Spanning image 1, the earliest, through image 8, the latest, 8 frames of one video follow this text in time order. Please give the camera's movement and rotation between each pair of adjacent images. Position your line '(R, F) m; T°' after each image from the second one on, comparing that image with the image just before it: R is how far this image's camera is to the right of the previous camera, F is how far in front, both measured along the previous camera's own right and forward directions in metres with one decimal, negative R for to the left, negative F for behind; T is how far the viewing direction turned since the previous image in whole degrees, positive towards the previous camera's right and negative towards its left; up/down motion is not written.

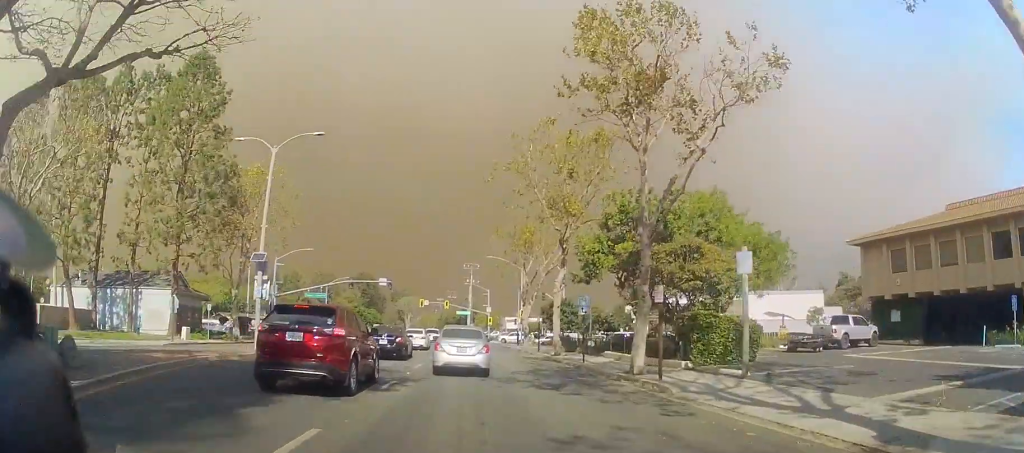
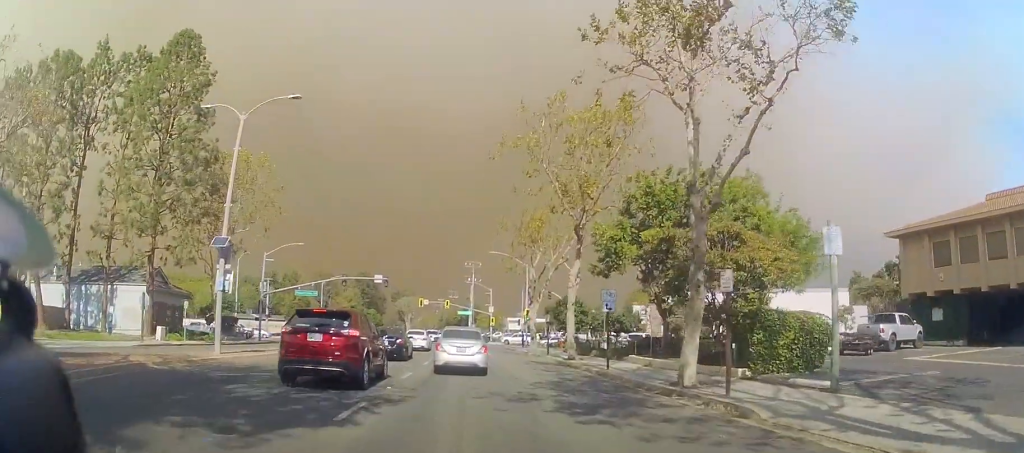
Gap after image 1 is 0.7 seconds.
(+0.1, +5.1) m; +1°
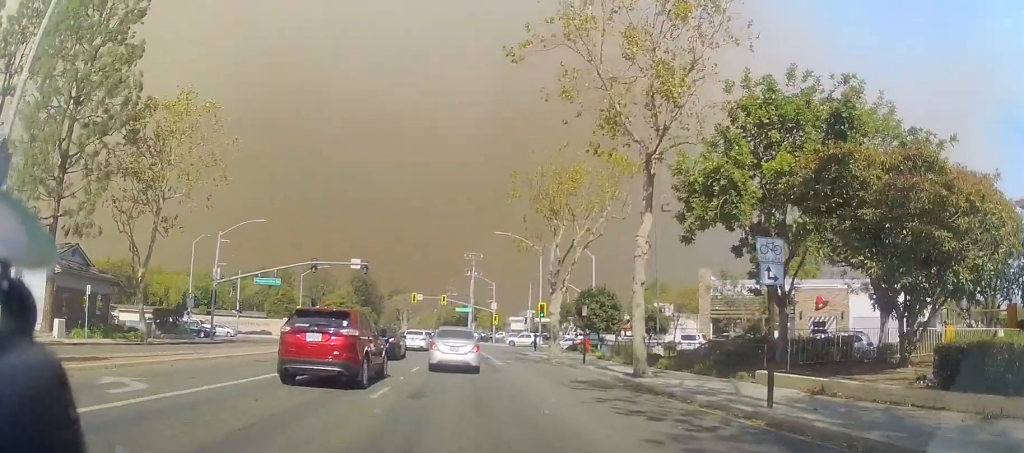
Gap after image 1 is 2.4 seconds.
(+0.4, +13.2) m; +2°
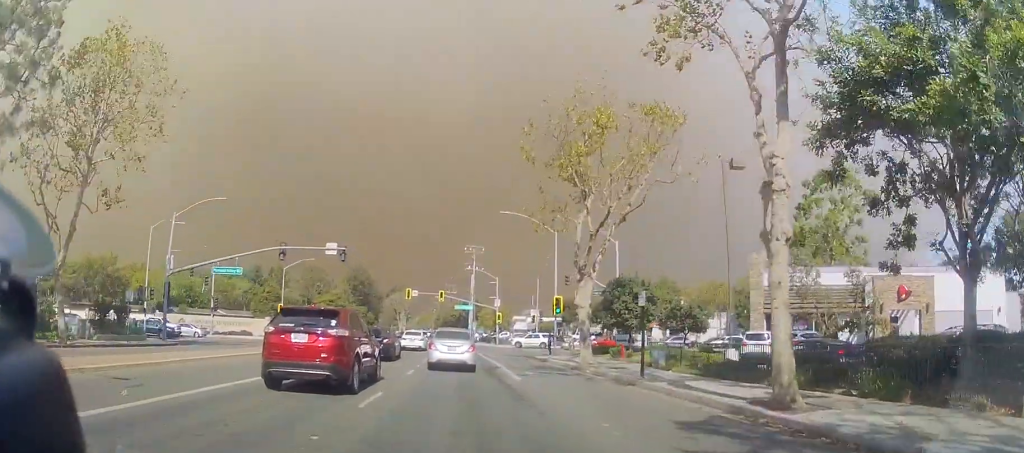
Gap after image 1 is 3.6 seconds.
(0.0, +9.1) m; 0°
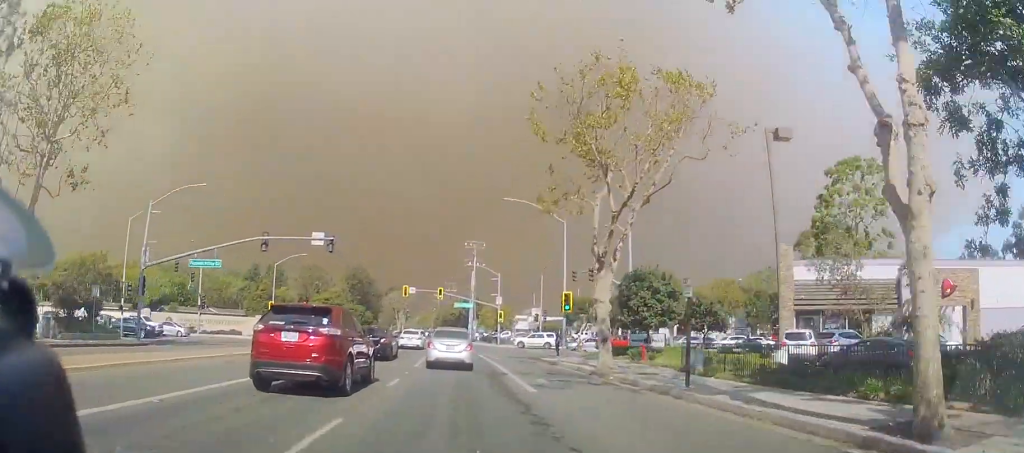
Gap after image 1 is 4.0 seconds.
(0.0, +3.9) m; 0°
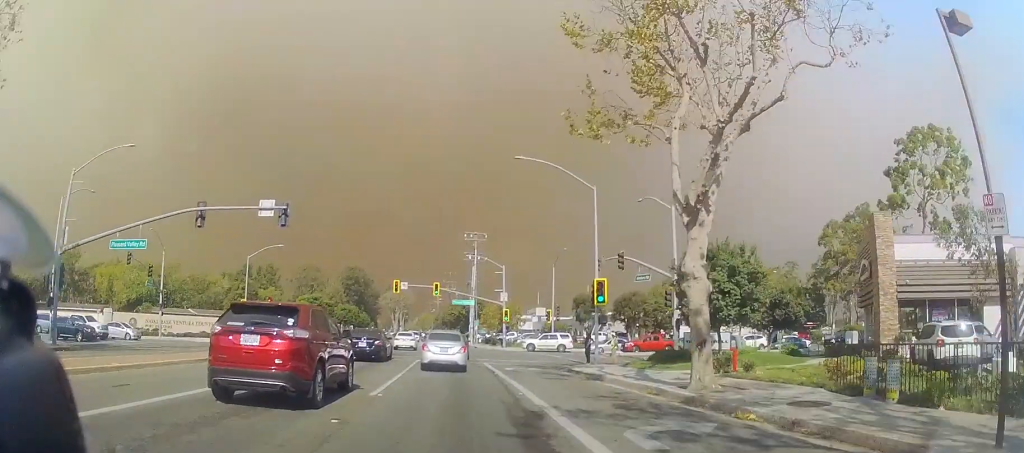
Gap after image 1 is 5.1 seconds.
(-0.1, +9.8) m; +2°
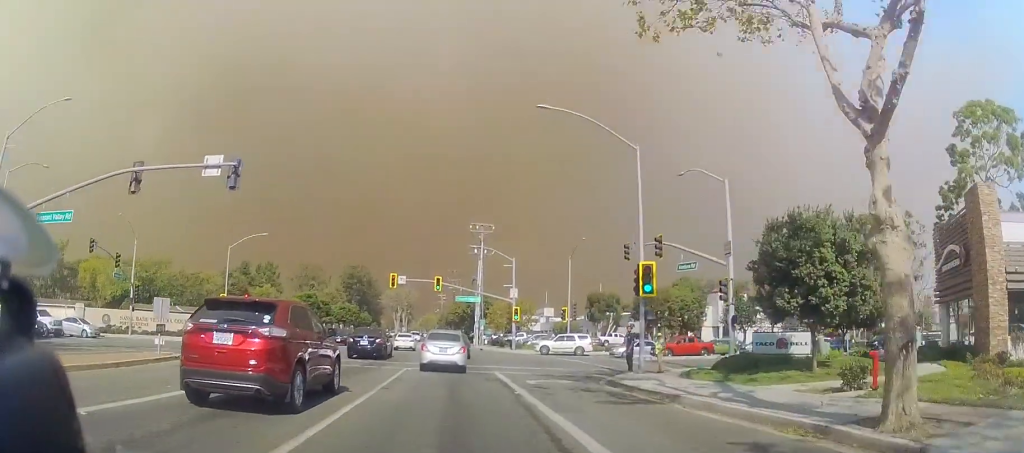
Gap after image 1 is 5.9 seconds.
(+0.2, +7.2) m; 0°
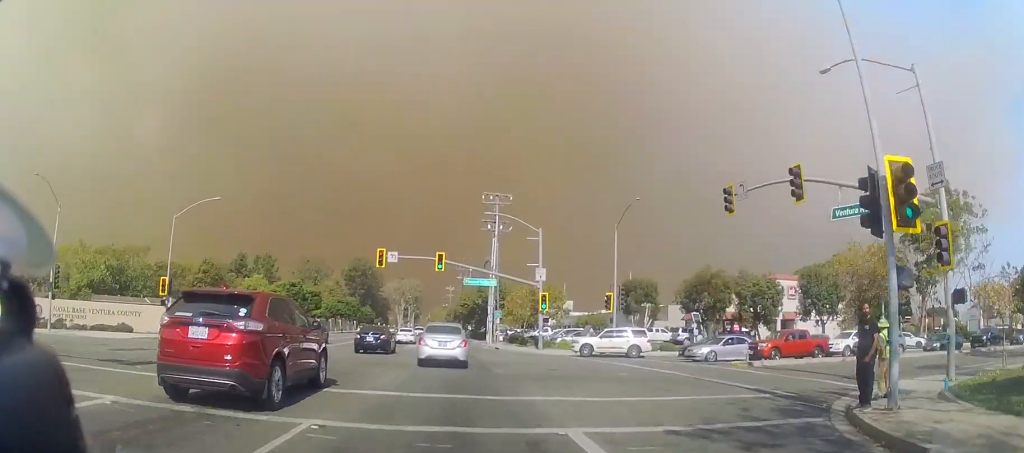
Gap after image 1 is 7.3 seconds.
(-0.4, +14.5) m; -3°
